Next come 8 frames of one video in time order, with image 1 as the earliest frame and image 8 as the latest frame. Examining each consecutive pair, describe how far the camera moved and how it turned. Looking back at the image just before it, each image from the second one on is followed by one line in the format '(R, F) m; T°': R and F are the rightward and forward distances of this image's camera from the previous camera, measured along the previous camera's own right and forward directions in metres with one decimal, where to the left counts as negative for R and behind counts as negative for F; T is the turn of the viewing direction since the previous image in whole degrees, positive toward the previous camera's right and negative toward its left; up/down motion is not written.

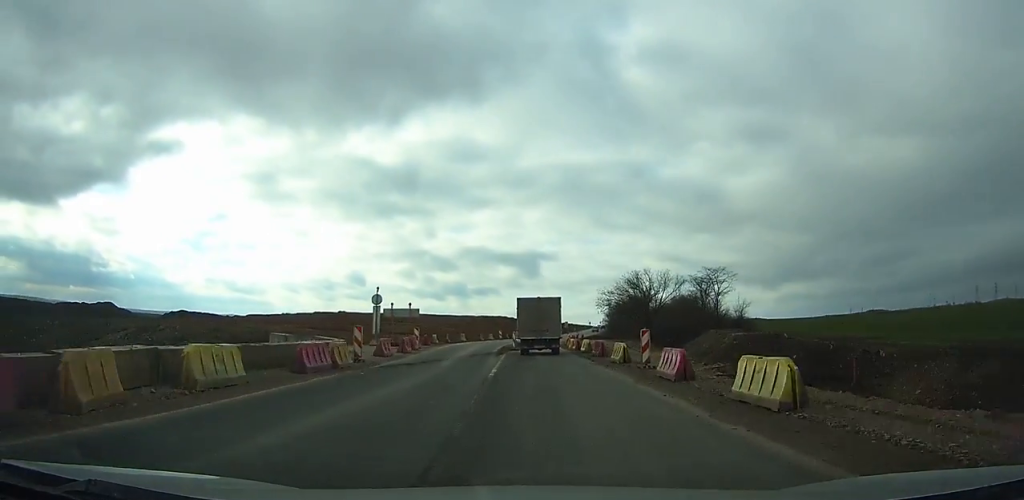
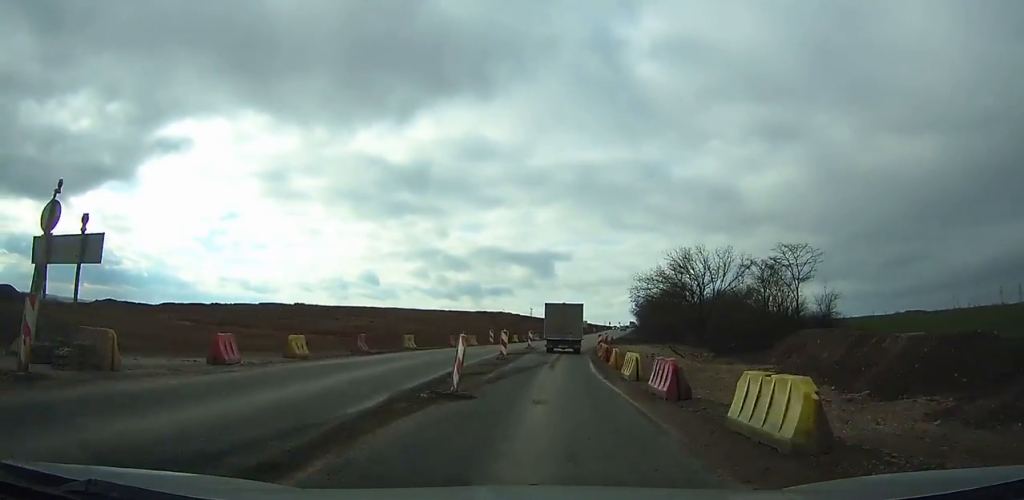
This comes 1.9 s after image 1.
(-0.2, +27.2) m; 0°
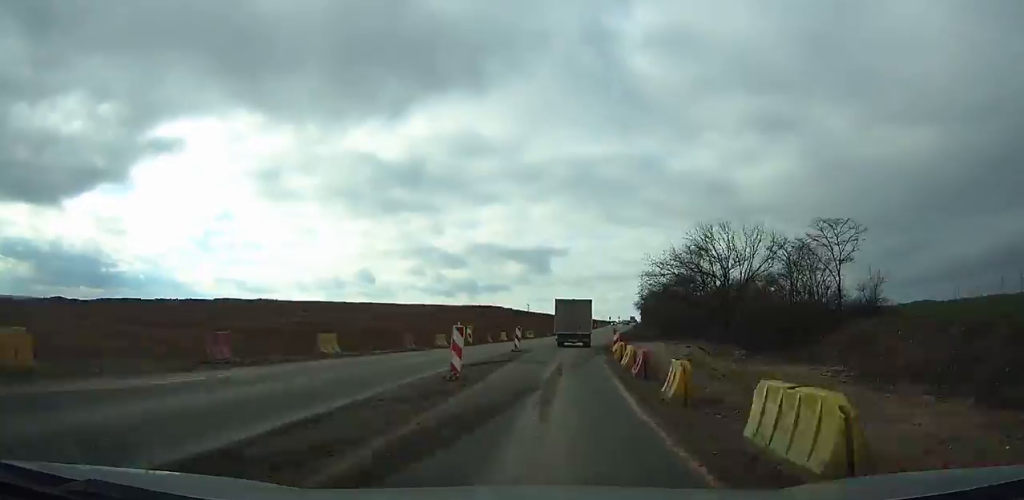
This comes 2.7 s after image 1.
(0.0, +11.8) m; +1°
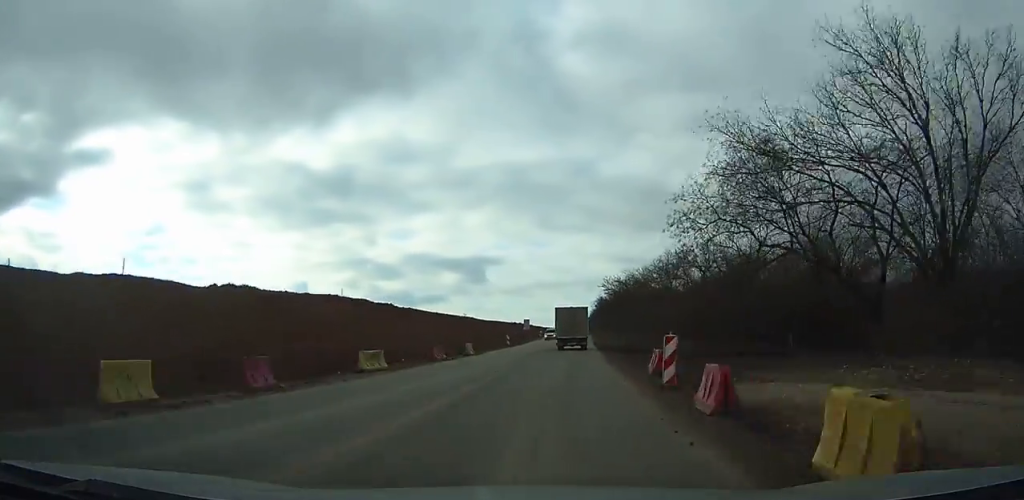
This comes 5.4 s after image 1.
(+1.2, +40.6) m; +4°
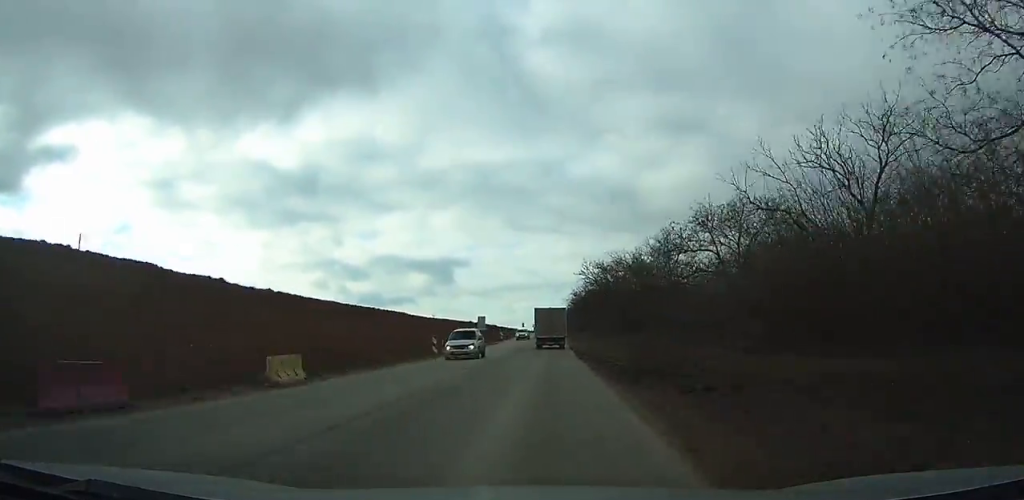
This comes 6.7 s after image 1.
(+0.5, +21.4) m; +1°
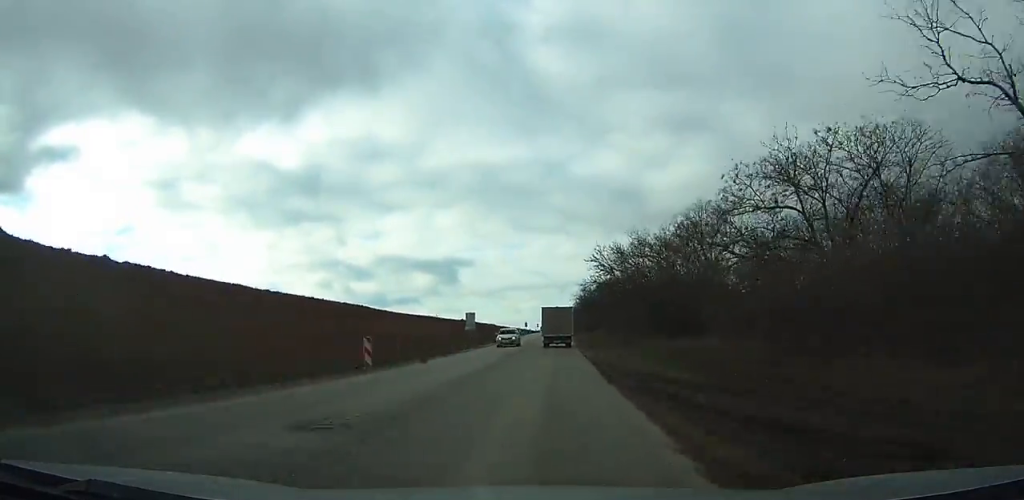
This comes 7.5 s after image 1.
(+0.2, +13.0) m; 0°
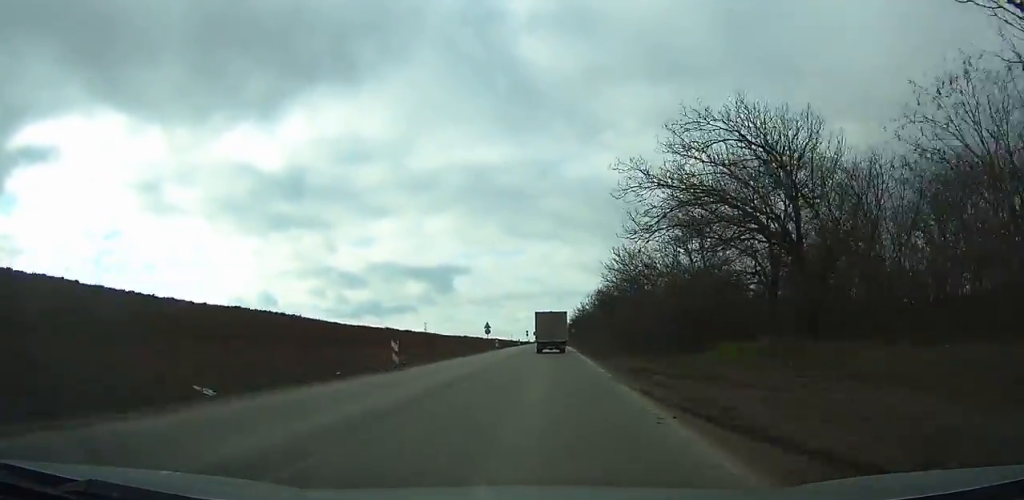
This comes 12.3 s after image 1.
(+0.3, +81.9) m; +1°
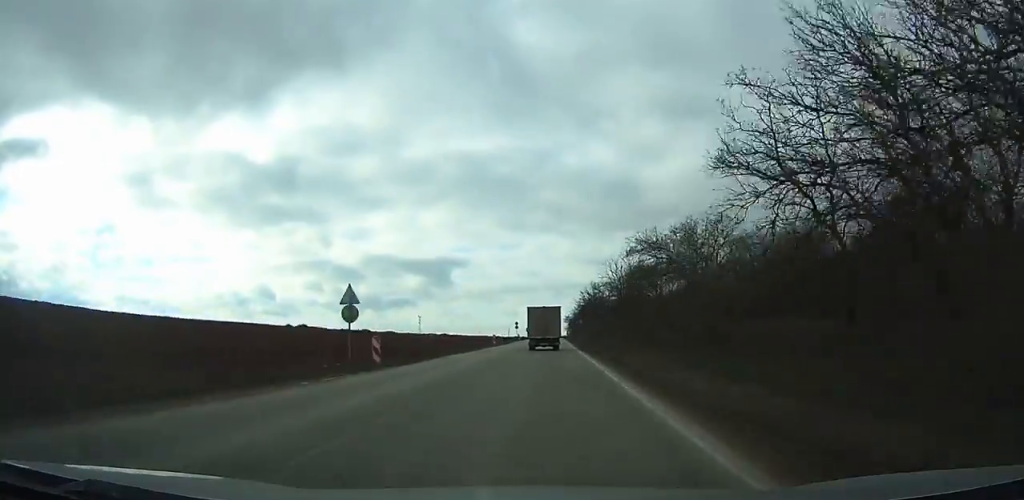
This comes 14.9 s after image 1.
(-0.1, +44.6) m; -1°
